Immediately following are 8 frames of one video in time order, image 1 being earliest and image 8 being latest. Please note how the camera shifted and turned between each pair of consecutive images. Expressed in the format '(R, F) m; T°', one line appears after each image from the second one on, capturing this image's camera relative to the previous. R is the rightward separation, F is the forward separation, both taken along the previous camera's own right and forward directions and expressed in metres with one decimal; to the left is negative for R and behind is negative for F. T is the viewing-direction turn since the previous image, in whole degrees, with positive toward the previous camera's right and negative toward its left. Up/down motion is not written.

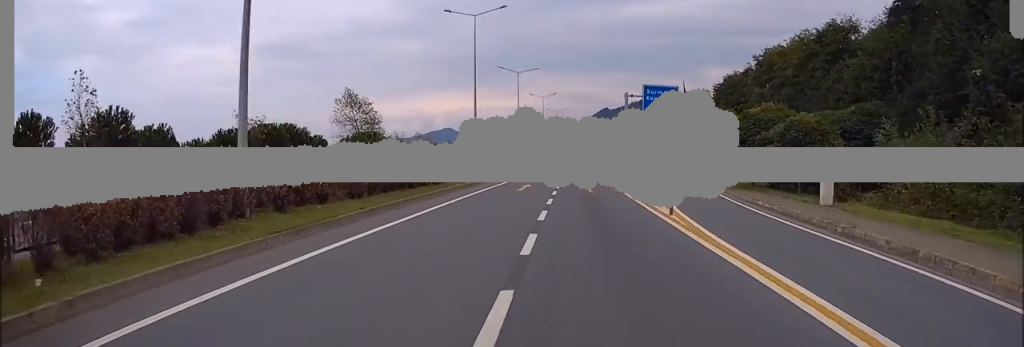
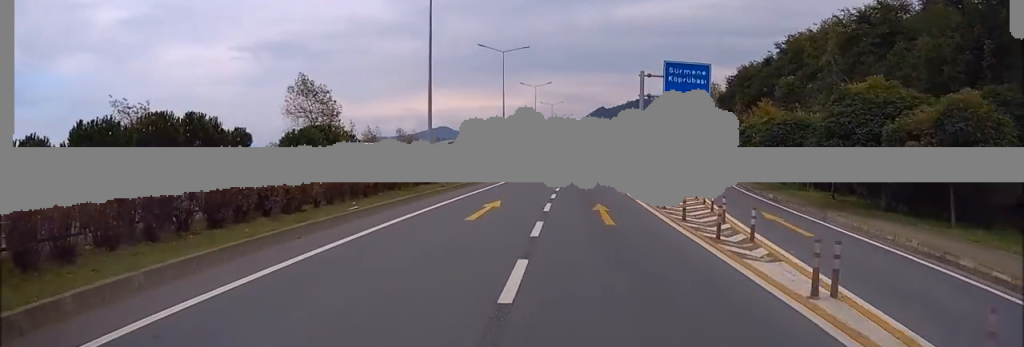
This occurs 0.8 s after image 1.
(+0.3, +15.8) m; +1°
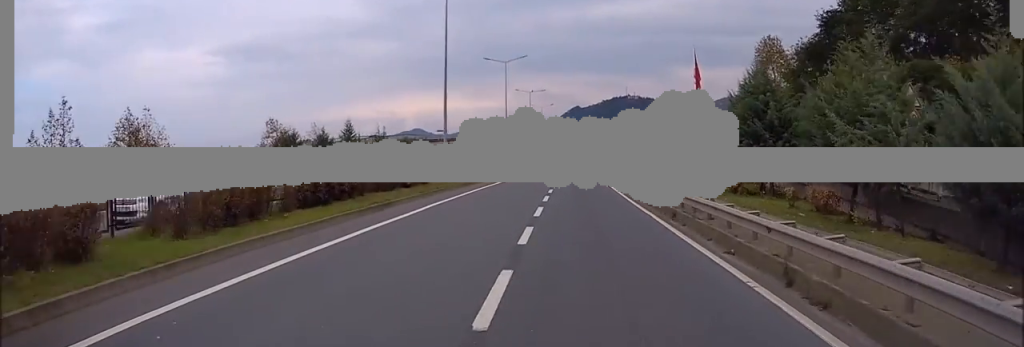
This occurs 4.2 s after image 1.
(+0.8, +63.4) m; +2°
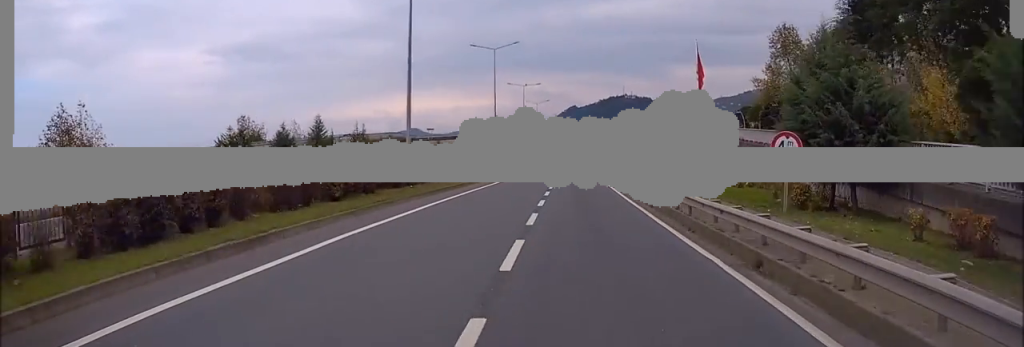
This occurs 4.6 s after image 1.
(0.0, +8.8) m; 0°
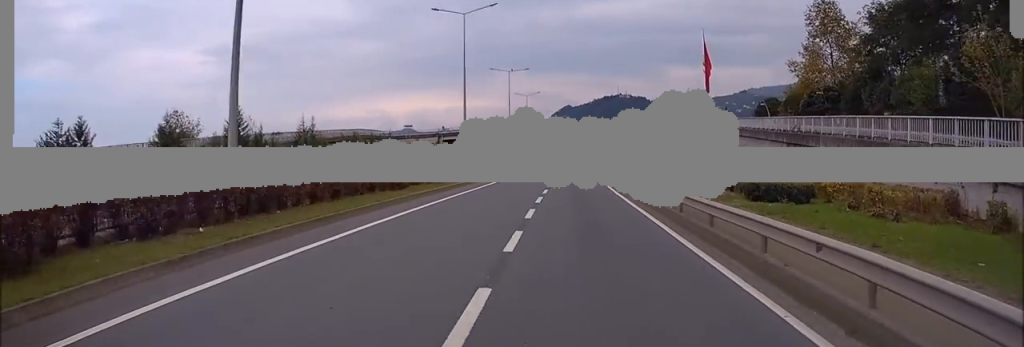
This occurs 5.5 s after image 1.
(+0.1, +16.3) m; +1°
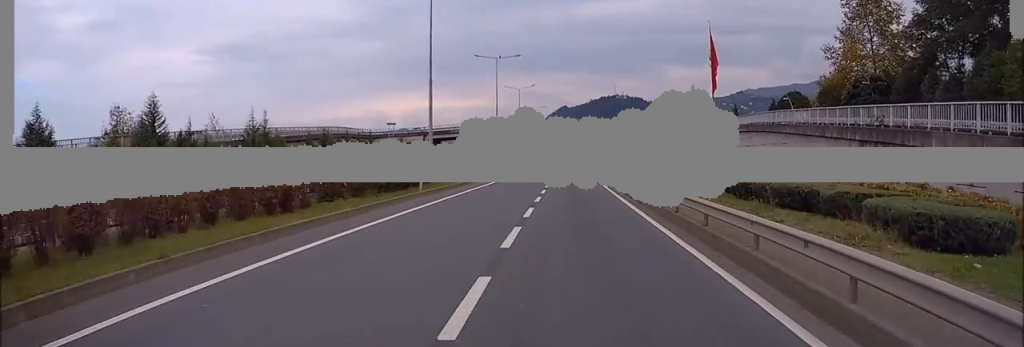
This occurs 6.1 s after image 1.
(0.0, +12.0) m; 0°
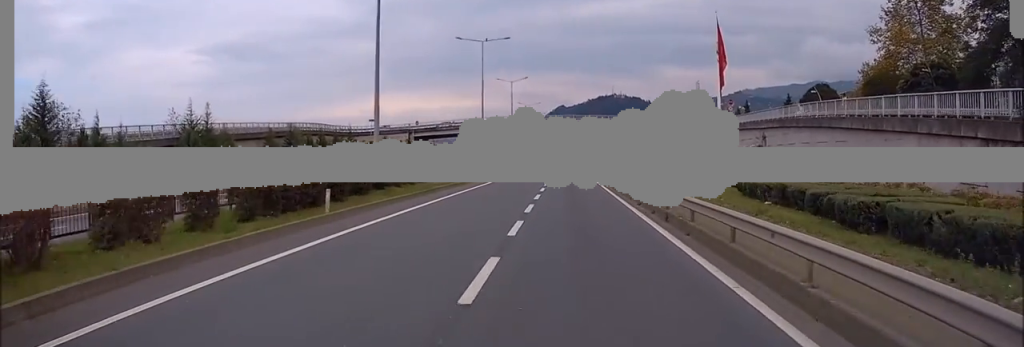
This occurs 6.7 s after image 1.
(0.0, +10.7) m; 0°
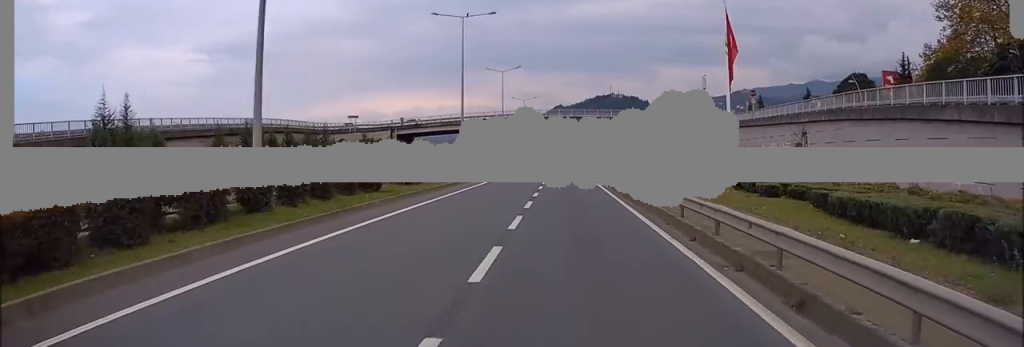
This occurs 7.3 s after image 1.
(0.0, +10.7) m; 0°
